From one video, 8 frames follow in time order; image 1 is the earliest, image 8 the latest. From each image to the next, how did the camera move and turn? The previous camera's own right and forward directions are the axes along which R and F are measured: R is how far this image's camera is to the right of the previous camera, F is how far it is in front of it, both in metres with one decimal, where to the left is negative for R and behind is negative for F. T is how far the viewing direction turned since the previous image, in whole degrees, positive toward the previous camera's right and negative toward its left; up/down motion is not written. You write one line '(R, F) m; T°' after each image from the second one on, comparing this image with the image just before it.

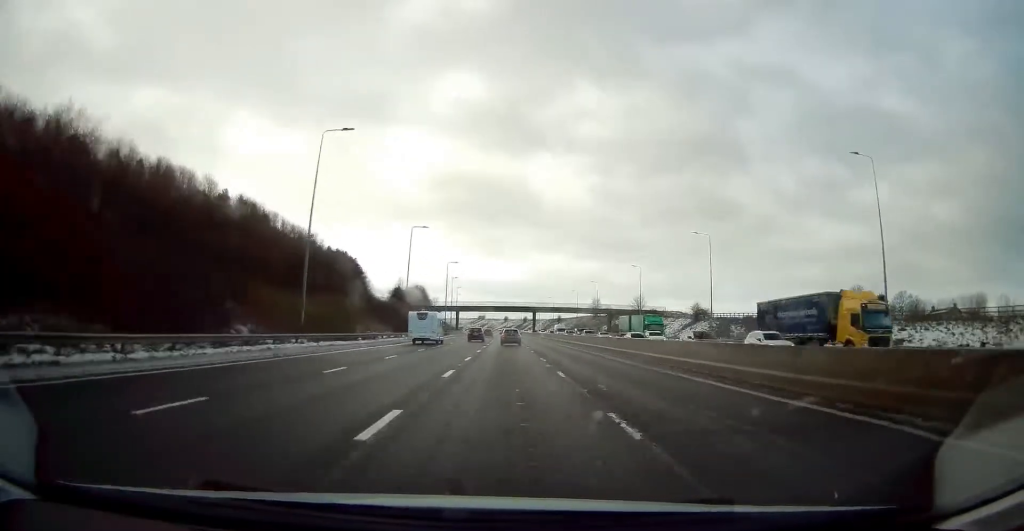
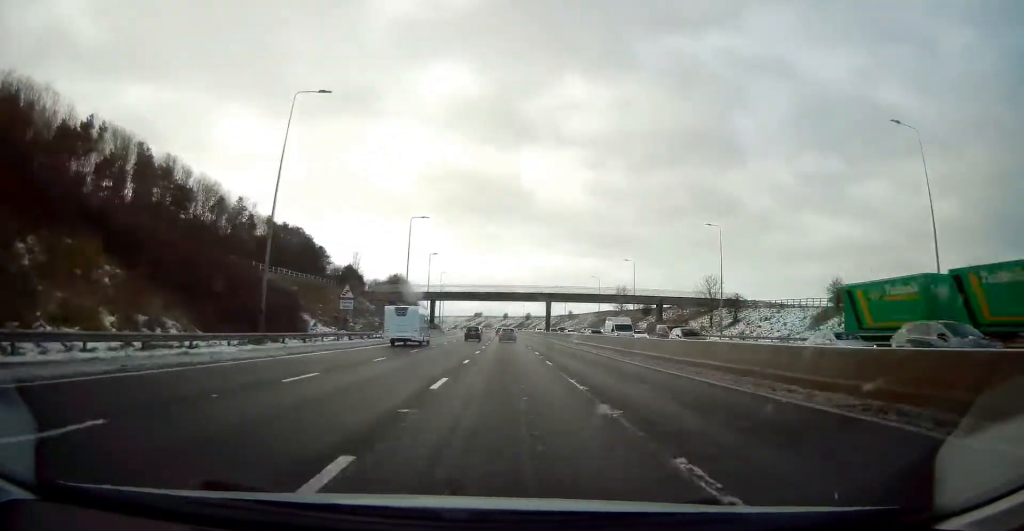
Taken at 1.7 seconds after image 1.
(-0.1, +47.3) m; 0°
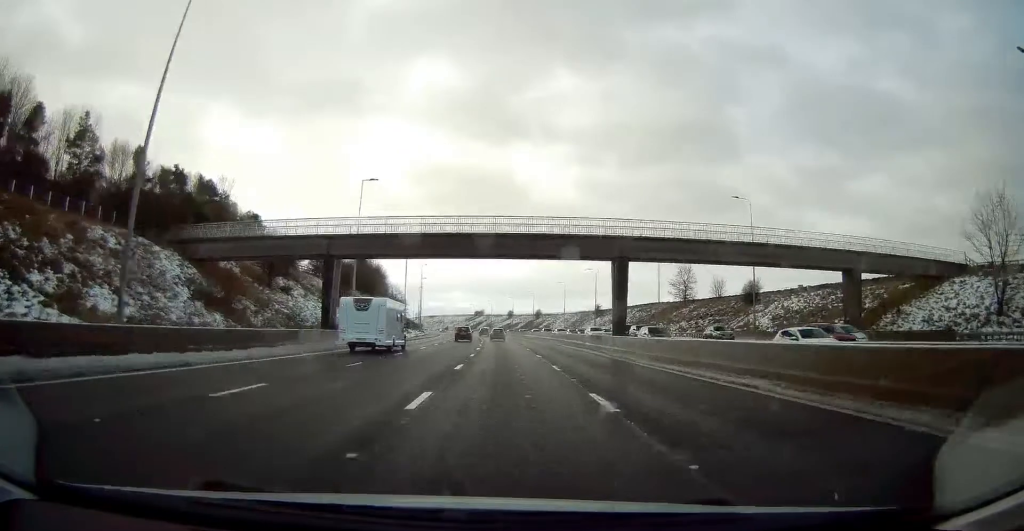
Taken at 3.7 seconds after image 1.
(+0.1, +56.2) m; 0°
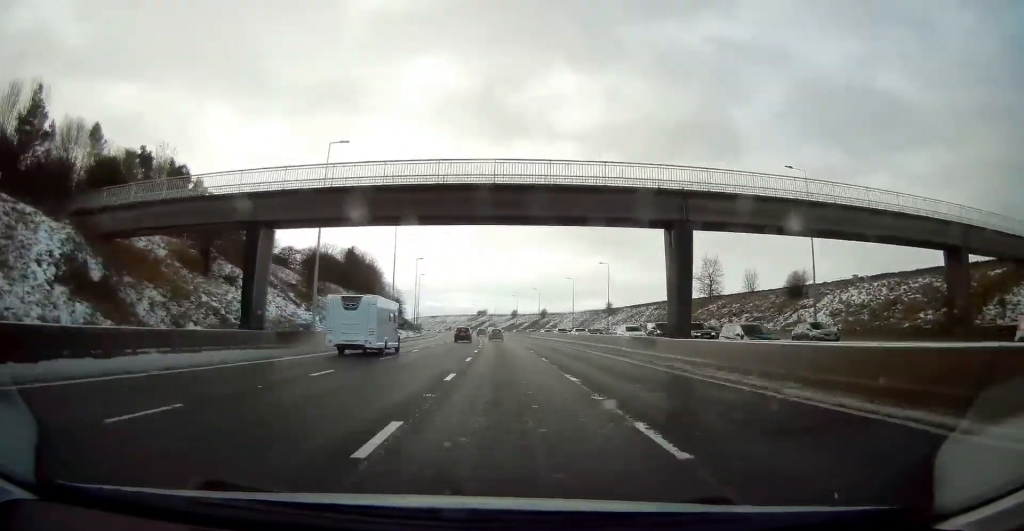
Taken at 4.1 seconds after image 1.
(0.0, +12.2) m; 0°
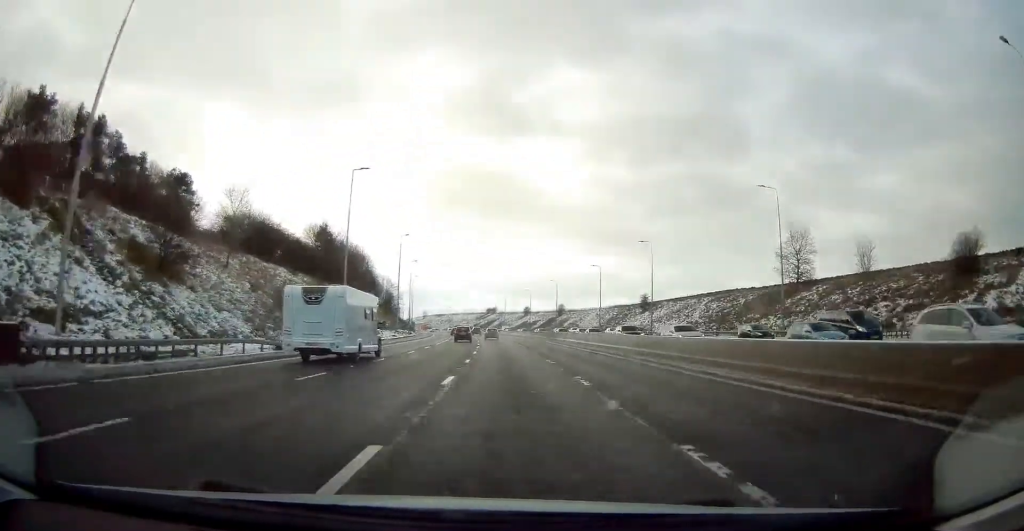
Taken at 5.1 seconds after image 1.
(0.0, +28.2) m; -1°
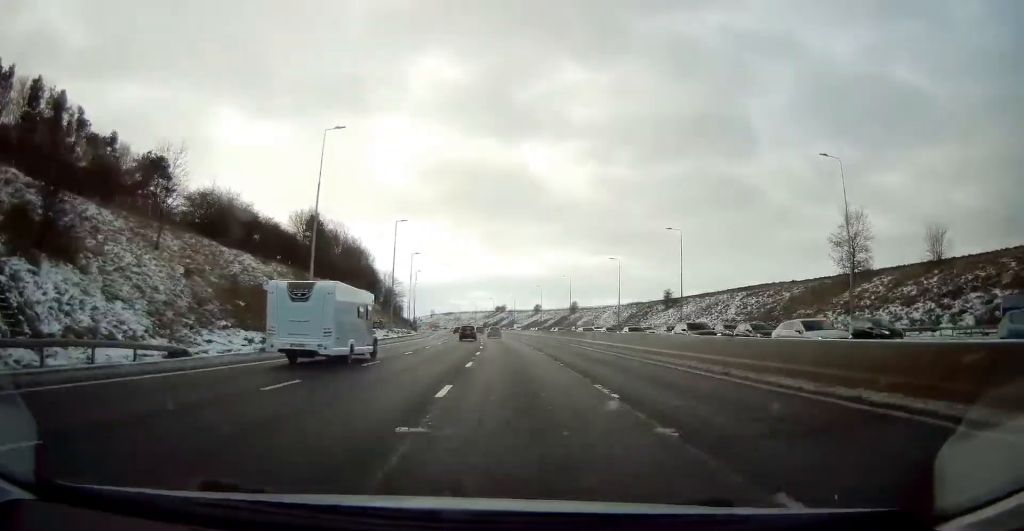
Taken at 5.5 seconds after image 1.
(-0.1, +11.2) m; -1°
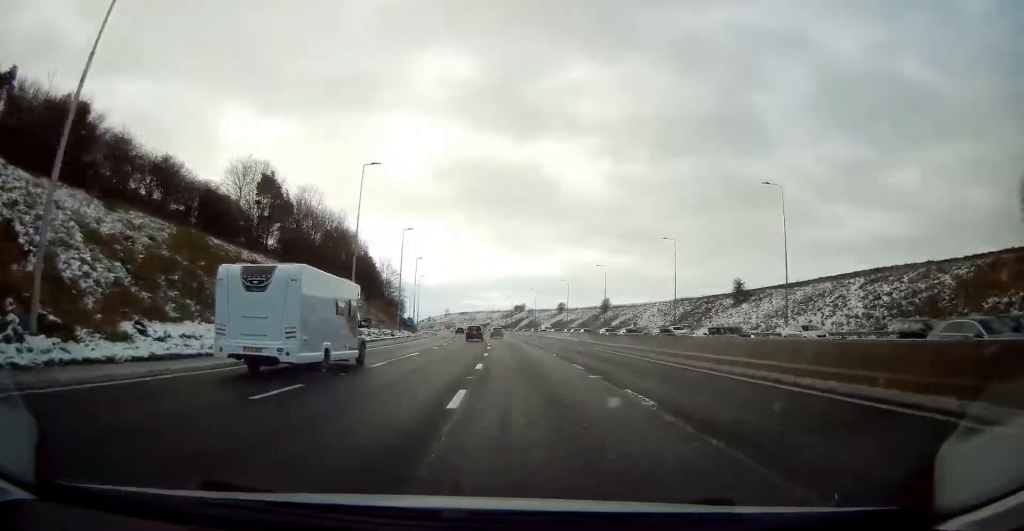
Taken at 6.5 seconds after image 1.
(-0.5, +27.8) m; -2°
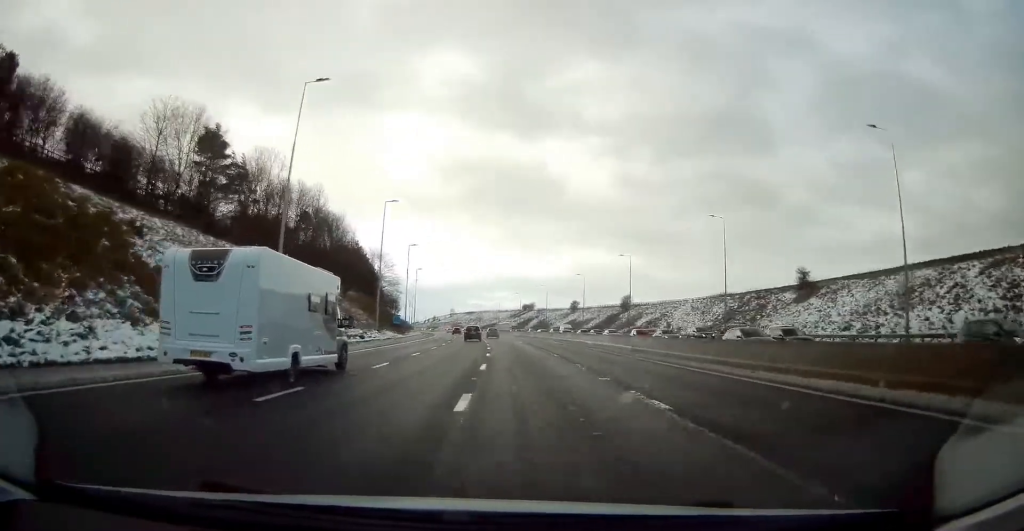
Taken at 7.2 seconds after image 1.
(-0.3, +18.2) m; -1°
